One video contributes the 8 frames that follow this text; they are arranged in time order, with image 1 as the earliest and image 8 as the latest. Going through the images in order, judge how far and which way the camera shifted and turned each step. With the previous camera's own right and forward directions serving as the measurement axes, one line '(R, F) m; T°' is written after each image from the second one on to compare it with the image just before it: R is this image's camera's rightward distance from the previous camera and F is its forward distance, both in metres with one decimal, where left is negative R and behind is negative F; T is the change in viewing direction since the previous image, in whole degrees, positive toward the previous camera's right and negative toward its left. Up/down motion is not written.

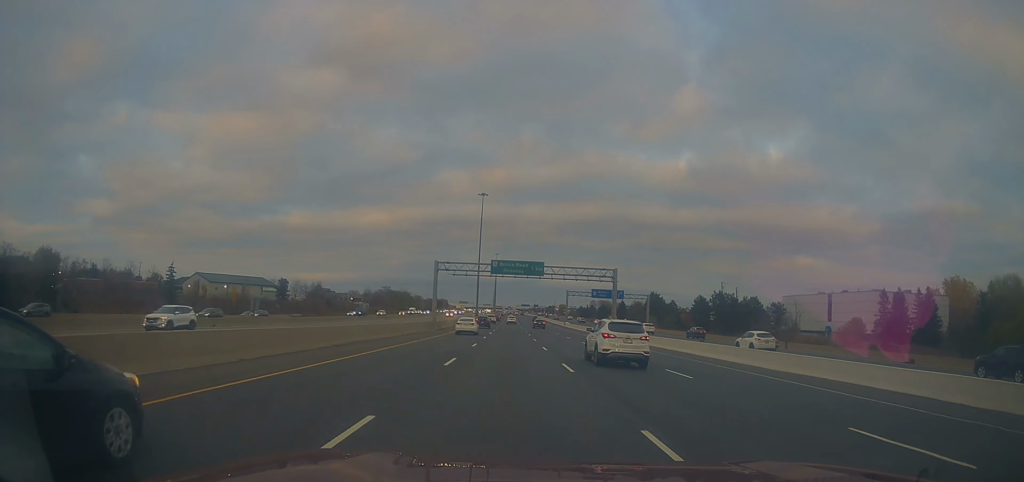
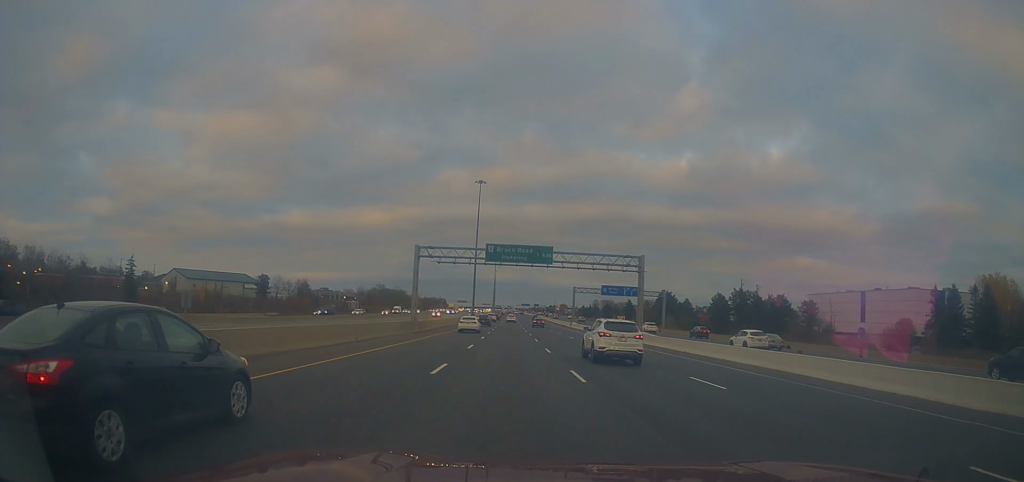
(0.0, +14.9) m; 0°
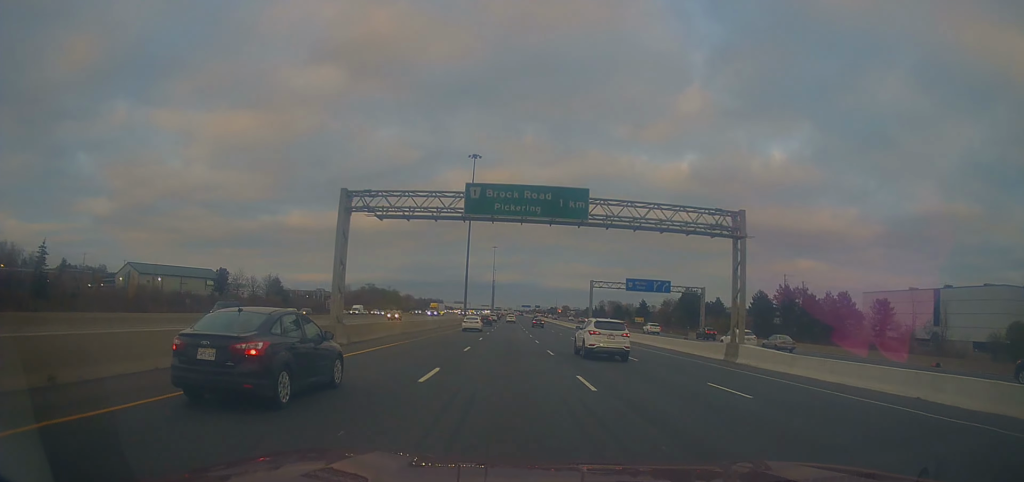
(+0.2, +25.9) m; 0°
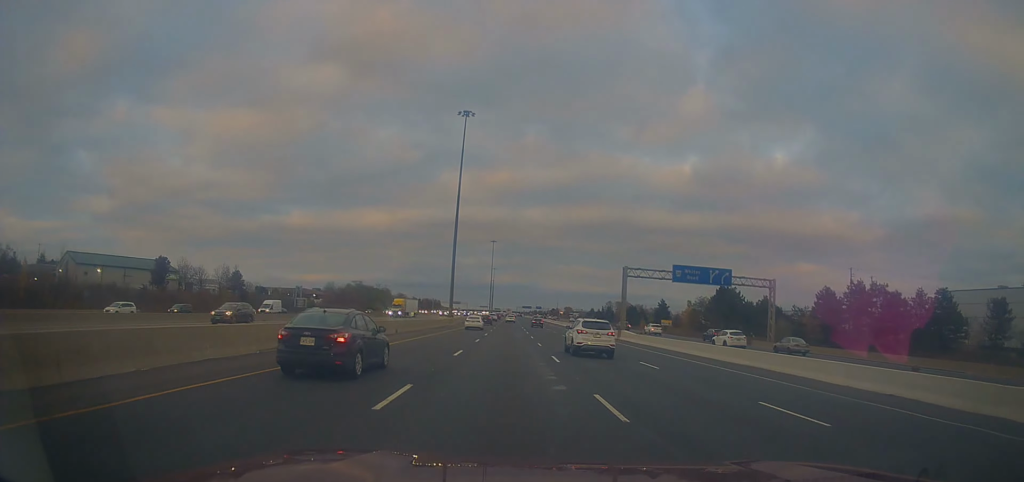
(0.0, +27.9) m; -1°
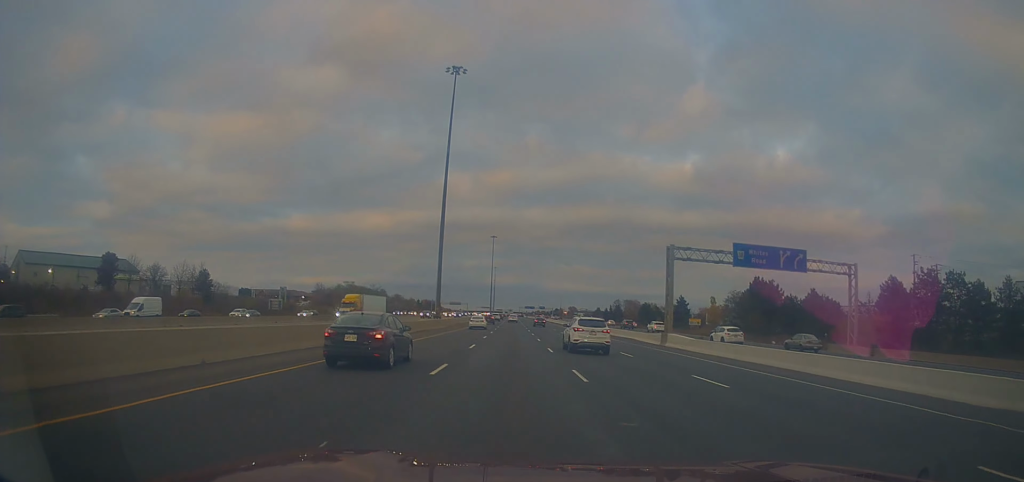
(-0.6, +18.9) m; 0°
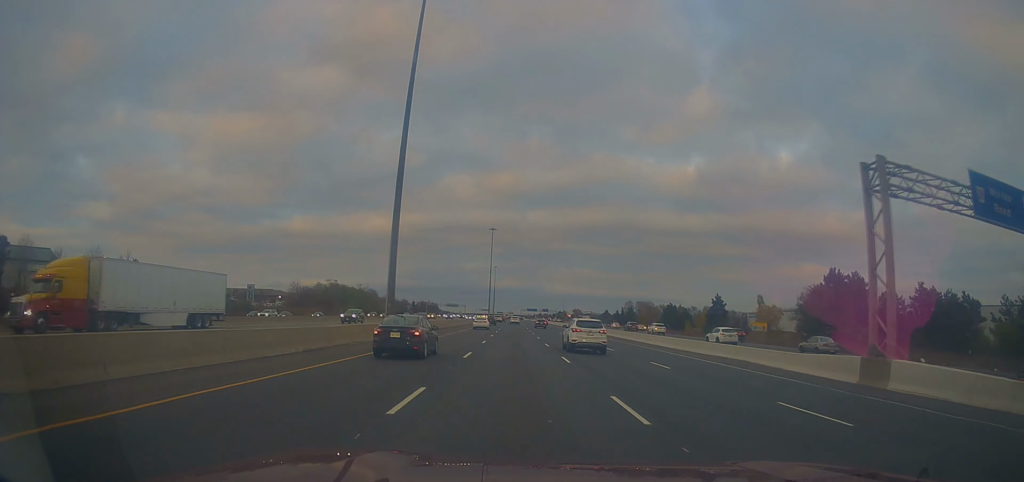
(+0.5, +29.8) m; +1°
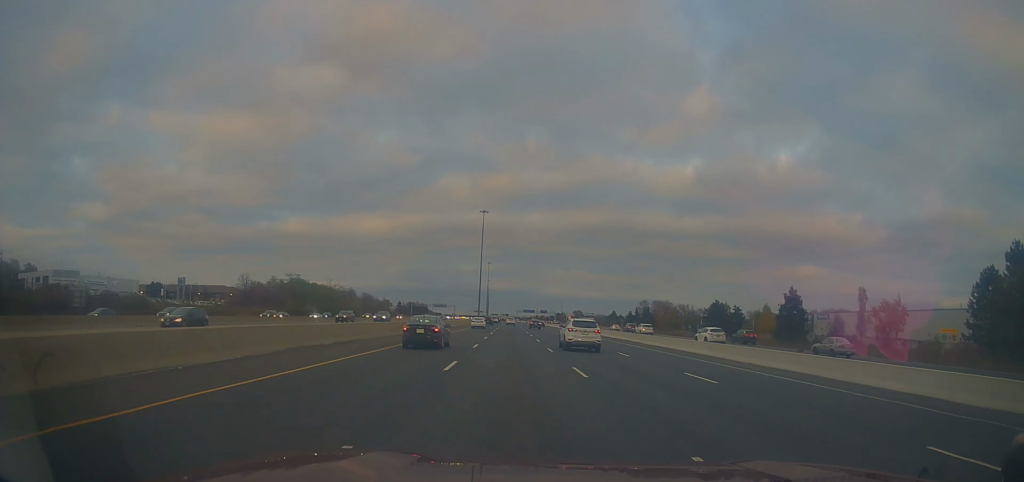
(+0.3, +41.5) m; 0°
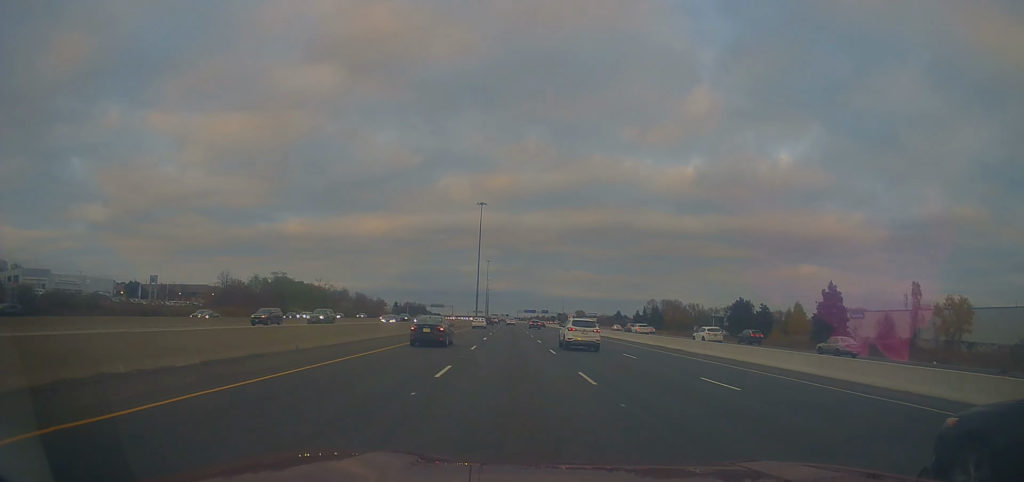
(-0.1, +13.7) m; 0°
